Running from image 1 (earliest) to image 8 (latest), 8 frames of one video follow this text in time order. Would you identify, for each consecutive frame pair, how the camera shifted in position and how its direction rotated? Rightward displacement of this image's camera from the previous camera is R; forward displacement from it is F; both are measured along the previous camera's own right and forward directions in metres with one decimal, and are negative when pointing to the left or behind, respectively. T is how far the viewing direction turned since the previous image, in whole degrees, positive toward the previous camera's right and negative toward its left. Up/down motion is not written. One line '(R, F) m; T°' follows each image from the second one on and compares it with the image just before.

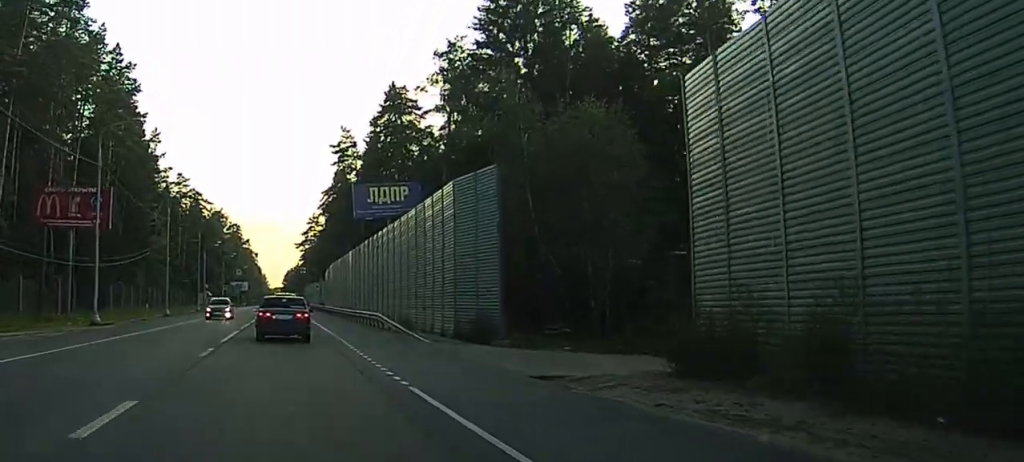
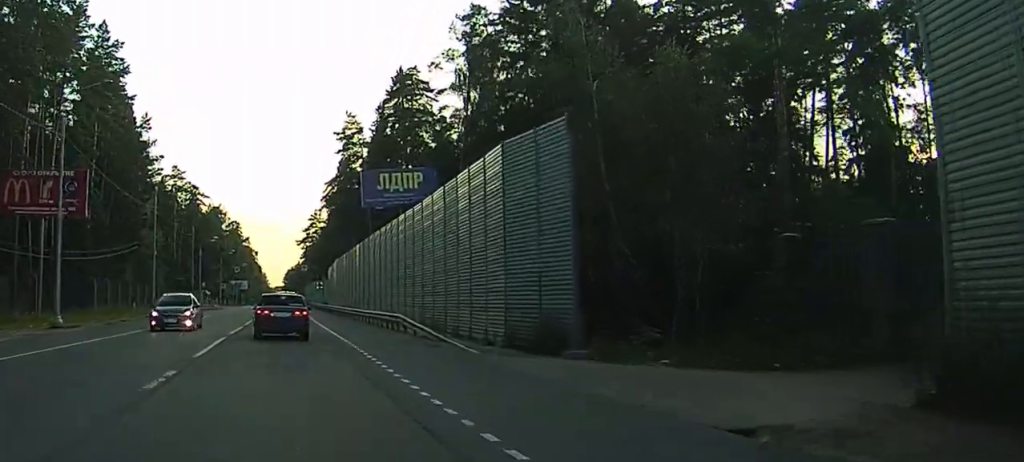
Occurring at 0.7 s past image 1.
(-0.1, +8.2) m; -1°
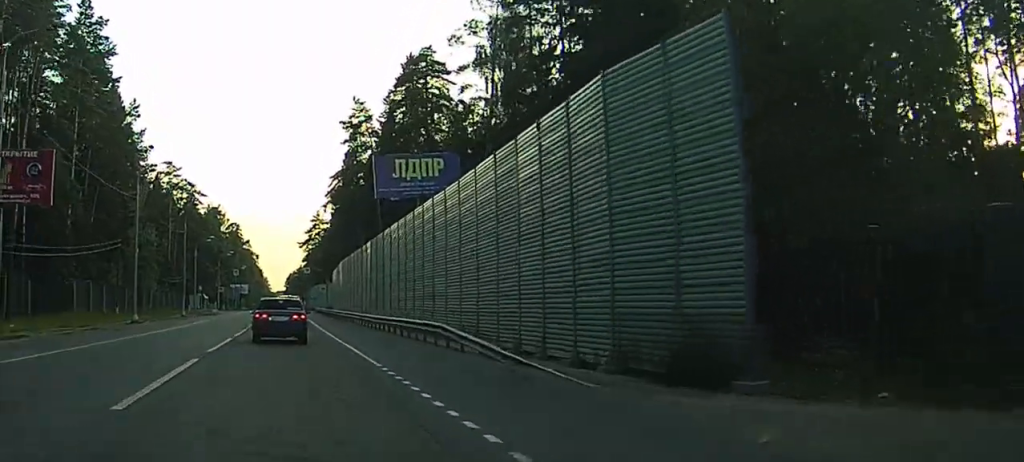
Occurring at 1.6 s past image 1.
(0.0, +9.1) m; +1°
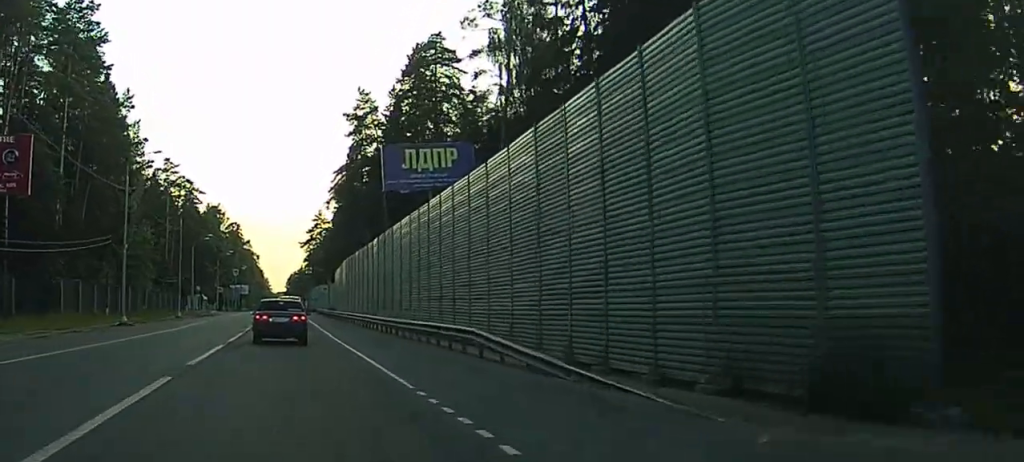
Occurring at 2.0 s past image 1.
(+0.1, +4.7) m; -1°
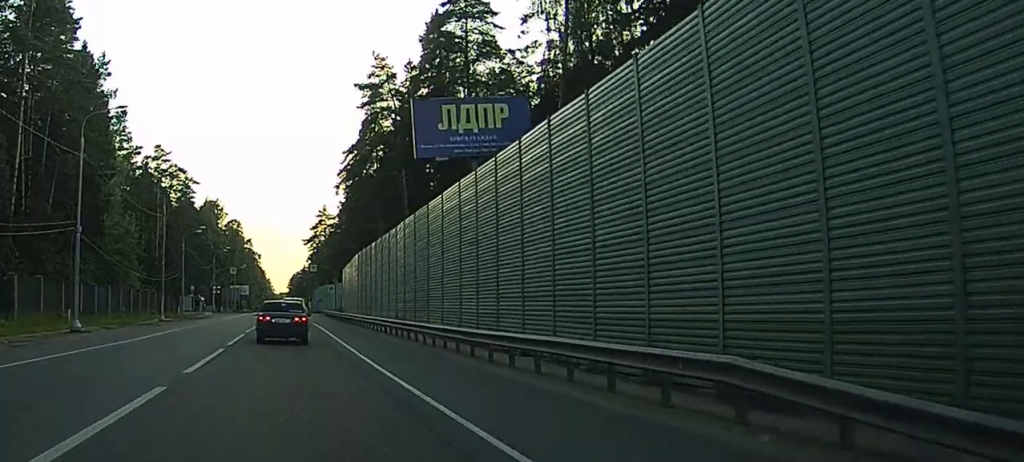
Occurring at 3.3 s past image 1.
(-0.2, +13.7) m; -1°
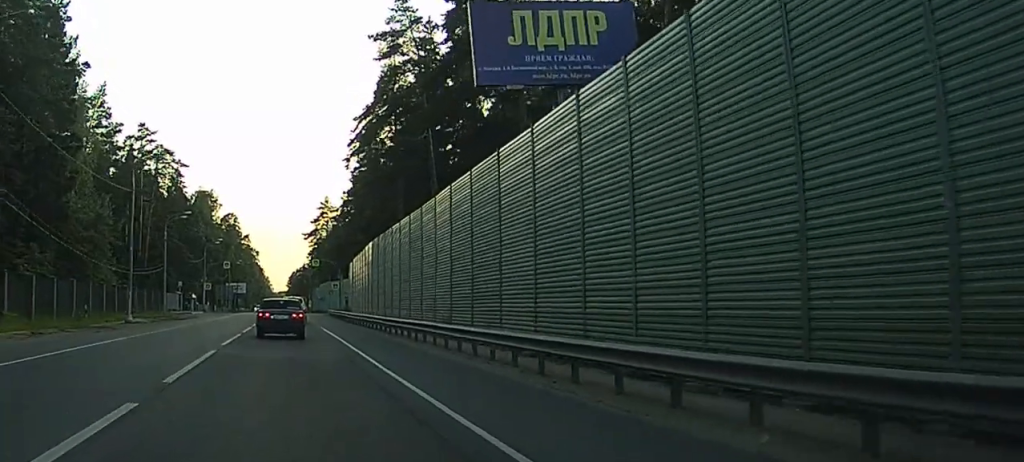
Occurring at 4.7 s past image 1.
(+0.1, +15.2) m; +1°
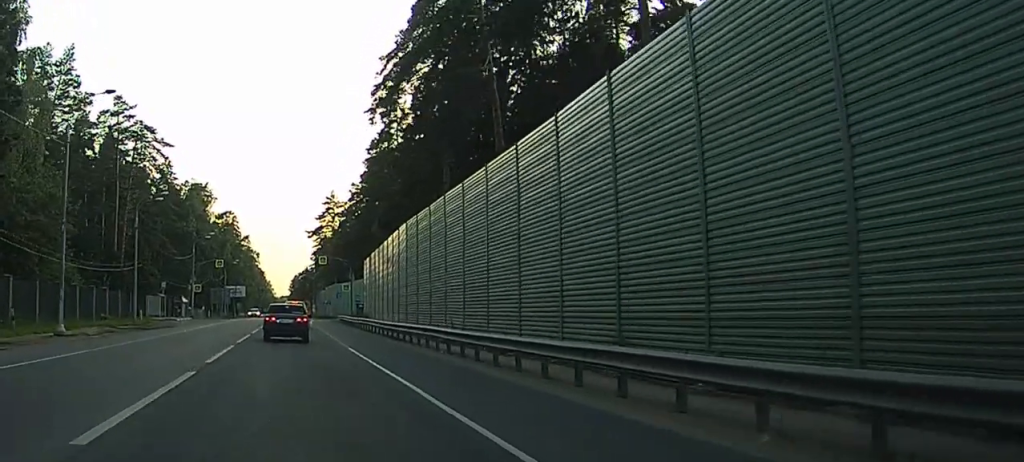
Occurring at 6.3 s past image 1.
(0.0, +18.4) m; 0°
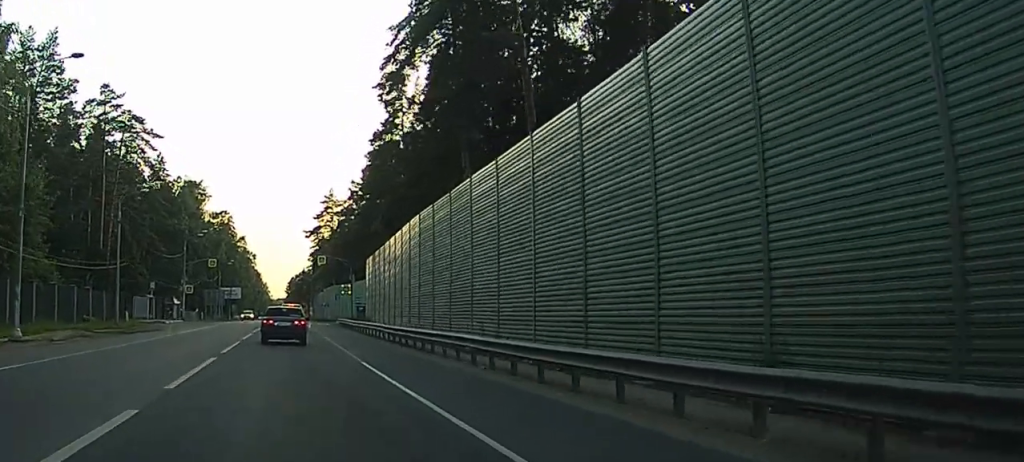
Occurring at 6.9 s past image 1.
(0.0, +6.0) m; 0°
